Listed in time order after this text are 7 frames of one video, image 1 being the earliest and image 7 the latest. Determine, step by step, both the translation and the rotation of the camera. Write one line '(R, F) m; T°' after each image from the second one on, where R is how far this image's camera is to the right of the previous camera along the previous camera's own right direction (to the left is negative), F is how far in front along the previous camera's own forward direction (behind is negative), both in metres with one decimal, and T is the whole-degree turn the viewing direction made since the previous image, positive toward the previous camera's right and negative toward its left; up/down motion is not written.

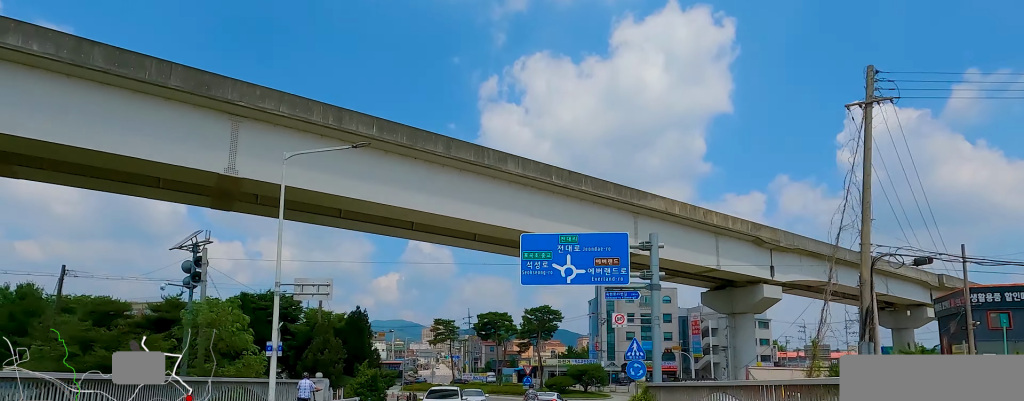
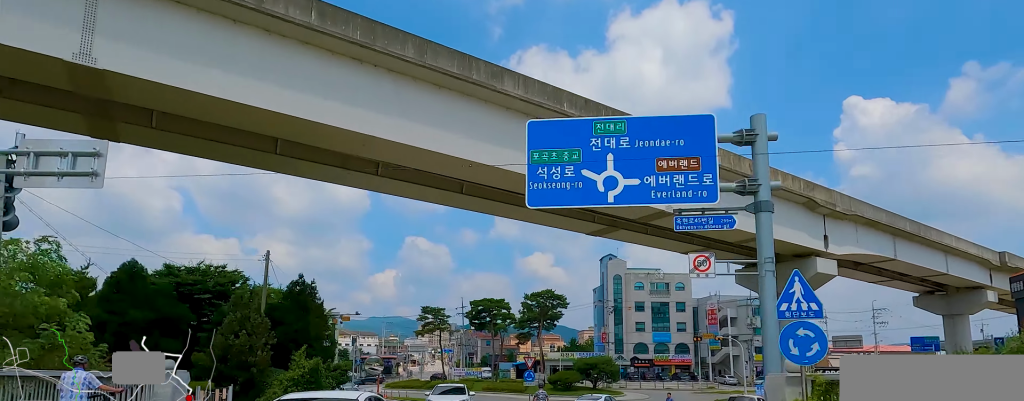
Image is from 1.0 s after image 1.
(+0.2, +8.2) m; +1°
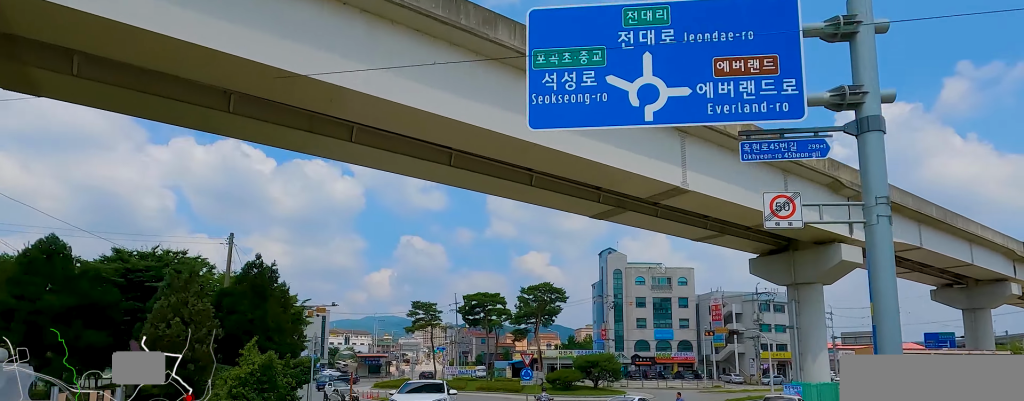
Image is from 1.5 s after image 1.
(+0.1, +3.6) m; +3°
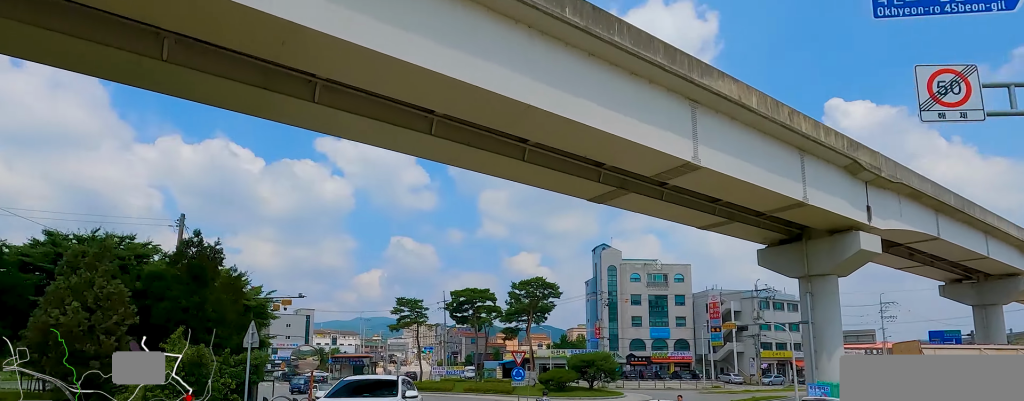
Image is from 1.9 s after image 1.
(-0.3, +3.2) m; +6°
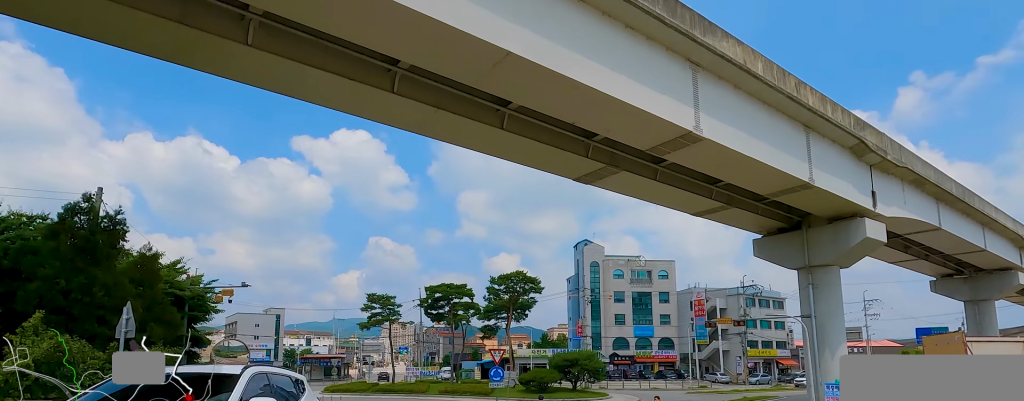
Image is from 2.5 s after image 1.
(0.0, +3.6) m; +6°
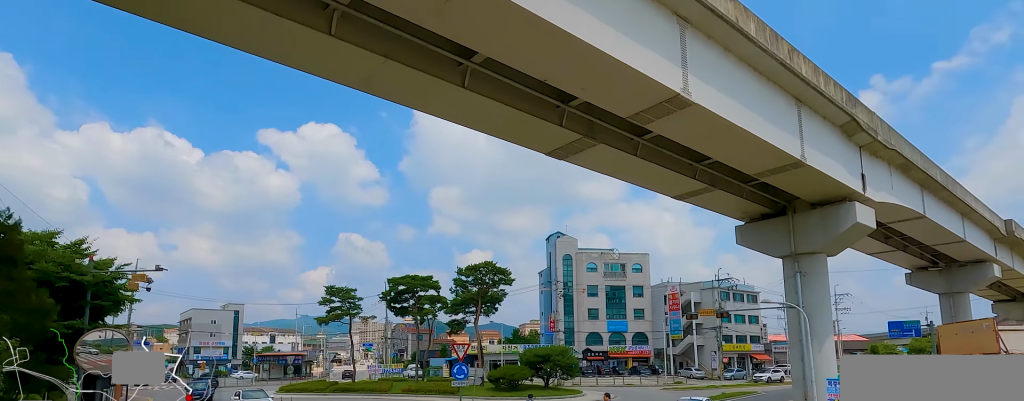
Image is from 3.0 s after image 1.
(+0.9, +3.5) m; +4°
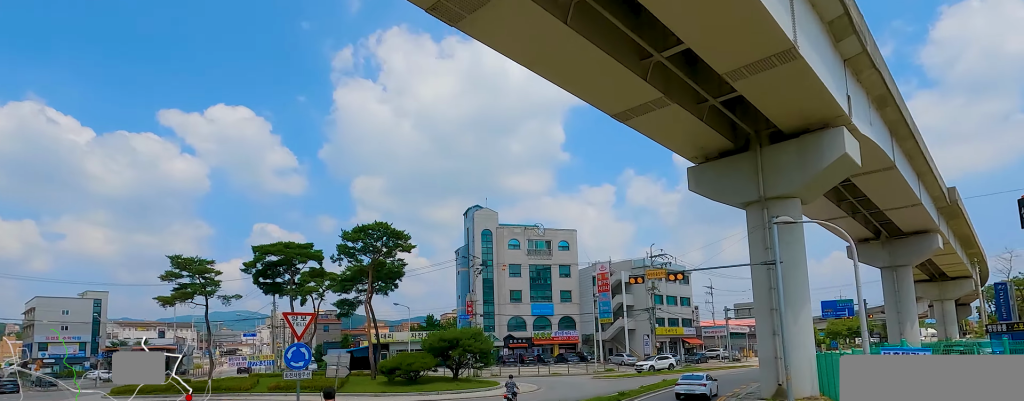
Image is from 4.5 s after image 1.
(+0.1, +10.6) m; +6°
